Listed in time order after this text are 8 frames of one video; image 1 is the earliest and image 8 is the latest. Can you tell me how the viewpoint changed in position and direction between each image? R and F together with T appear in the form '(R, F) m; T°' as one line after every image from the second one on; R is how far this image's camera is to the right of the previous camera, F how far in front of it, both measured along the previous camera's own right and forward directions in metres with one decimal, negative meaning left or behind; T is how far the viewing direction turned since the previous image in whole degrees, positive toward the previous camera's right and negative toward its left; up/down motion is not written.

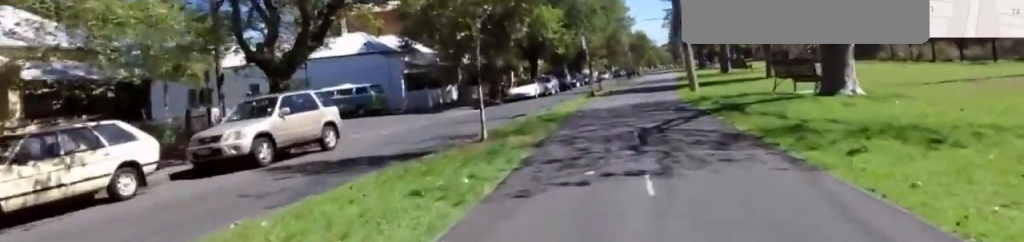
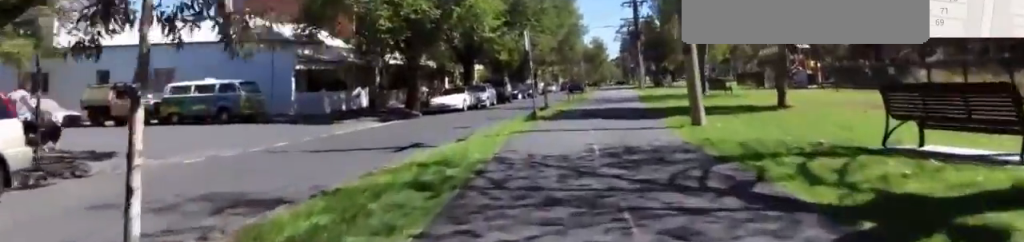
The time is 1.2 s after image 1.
(+0.1, +8.1) m; +1°
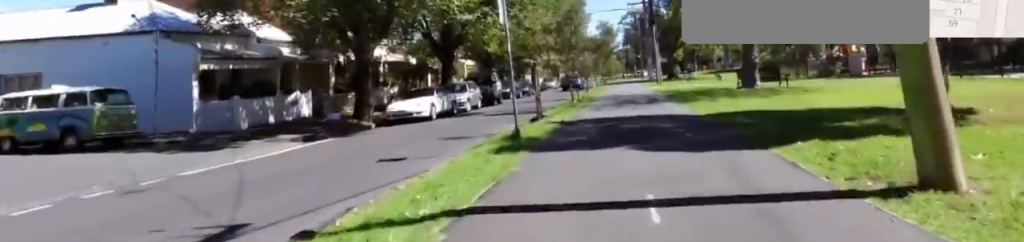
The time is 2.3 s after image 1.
(0.0, +8.0) m; 0°
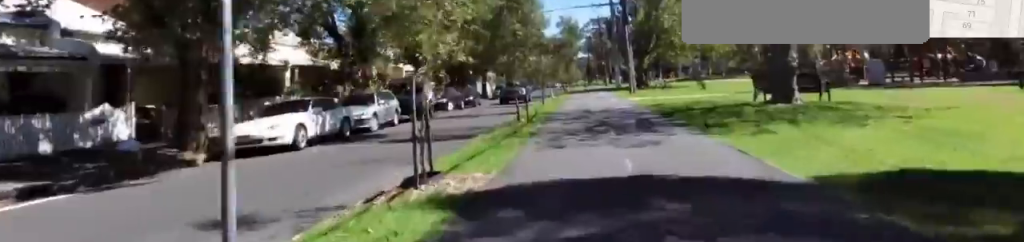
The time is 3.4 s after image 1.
(0.0, +8.3) m; +1°
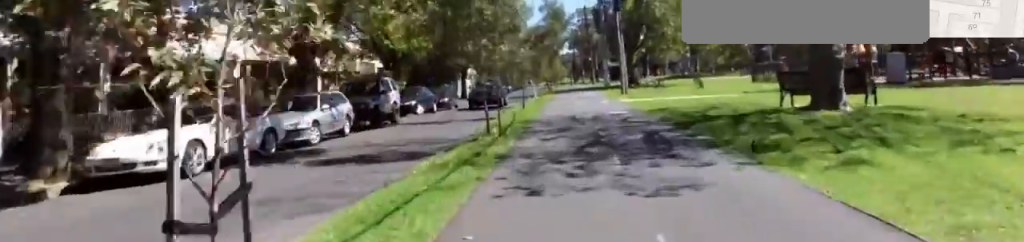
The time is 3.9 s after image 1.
(0.0, +3.7) m; +3°
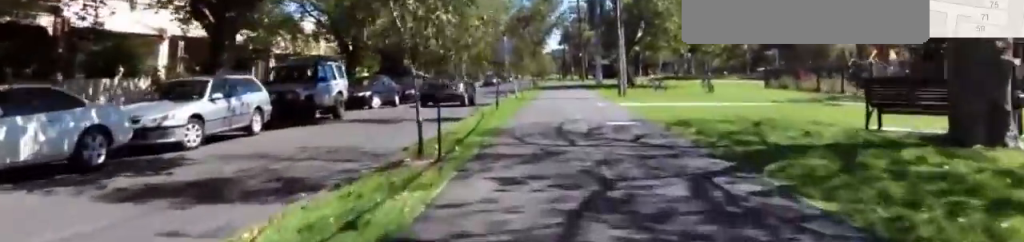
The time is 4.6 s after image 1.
(+0.1, +4.8) m; +4°
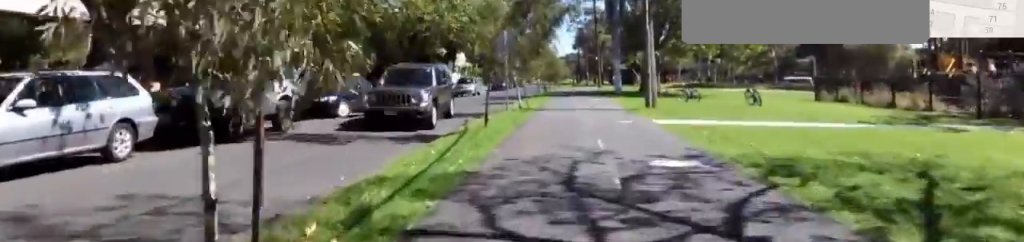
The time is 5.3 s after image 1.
(+0.4, +4.8) m; +4°
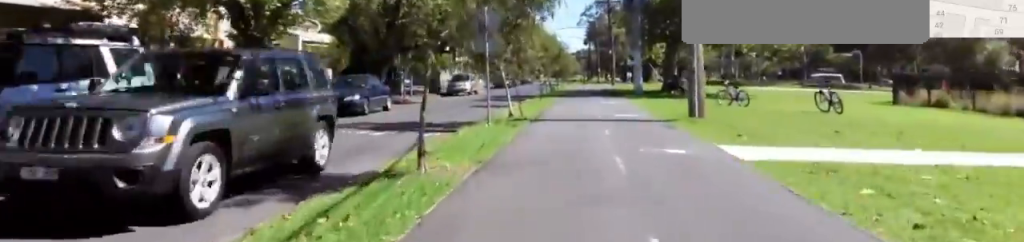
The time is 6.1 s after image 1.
(0.0, +6.1) m; +5°
